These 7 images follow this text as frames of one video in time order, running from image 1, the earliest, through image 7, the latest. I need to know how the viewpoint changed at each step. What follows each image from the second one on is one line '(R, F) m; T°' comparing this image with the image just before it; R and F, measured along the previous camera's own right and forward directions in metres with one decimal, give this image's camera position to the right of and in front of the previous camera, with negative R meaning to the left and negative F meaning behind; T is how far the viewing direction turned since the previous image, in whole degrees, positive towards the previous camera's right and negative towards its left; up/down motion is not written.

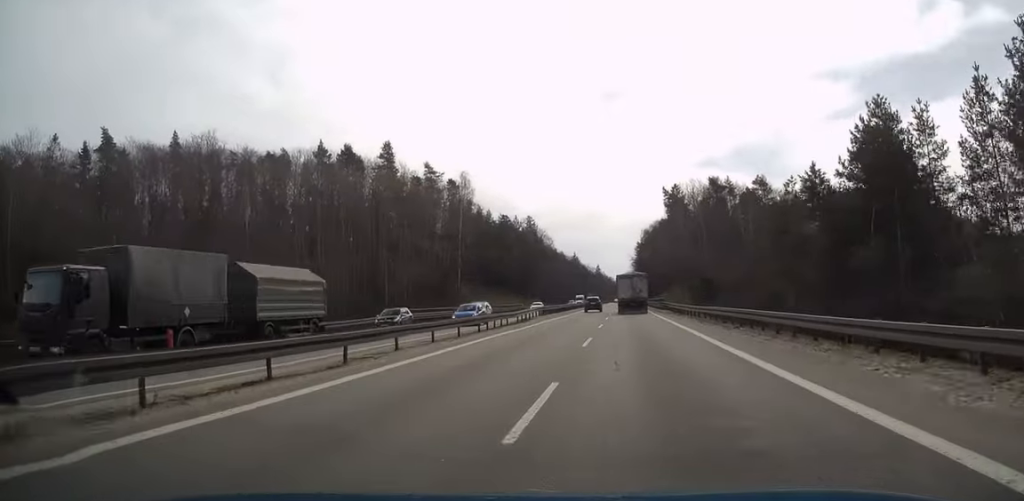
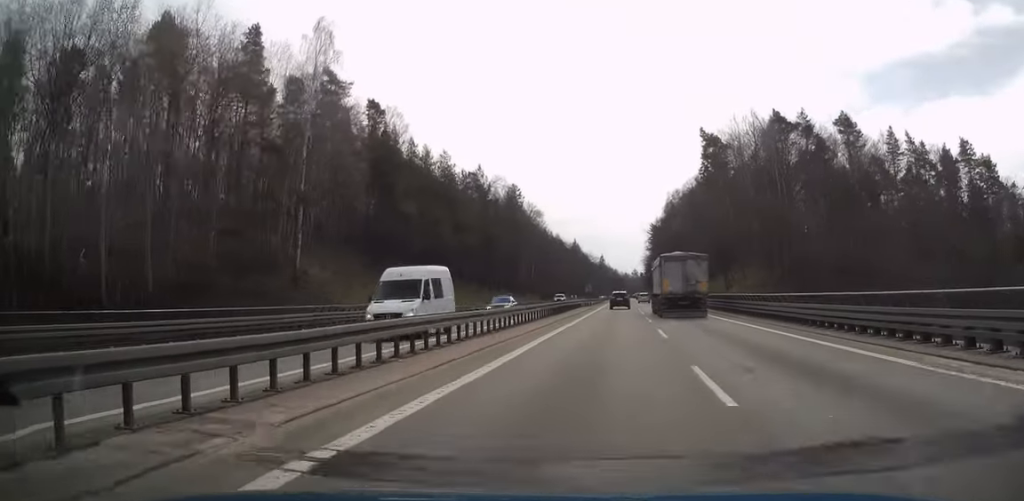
(-0.4, +59.5) m; 0°
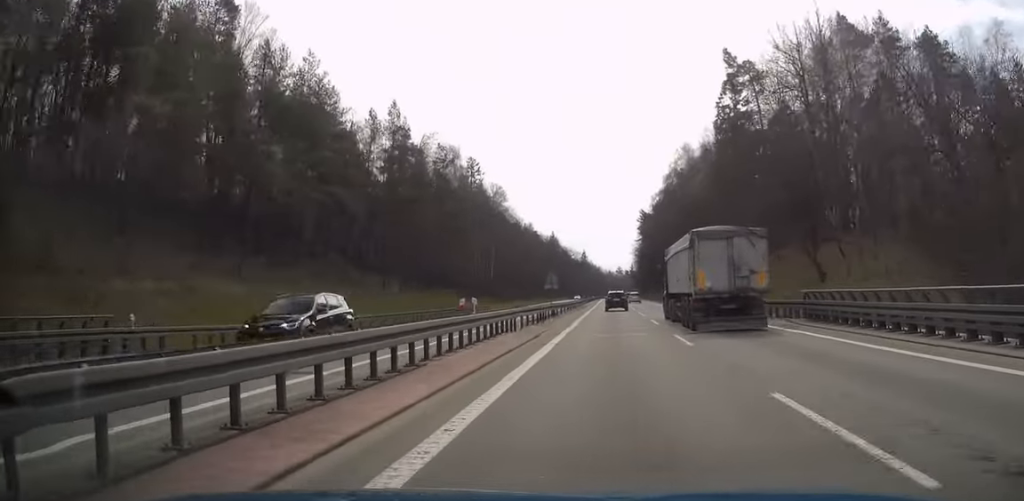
(+0.2, +39.9) m; +1°
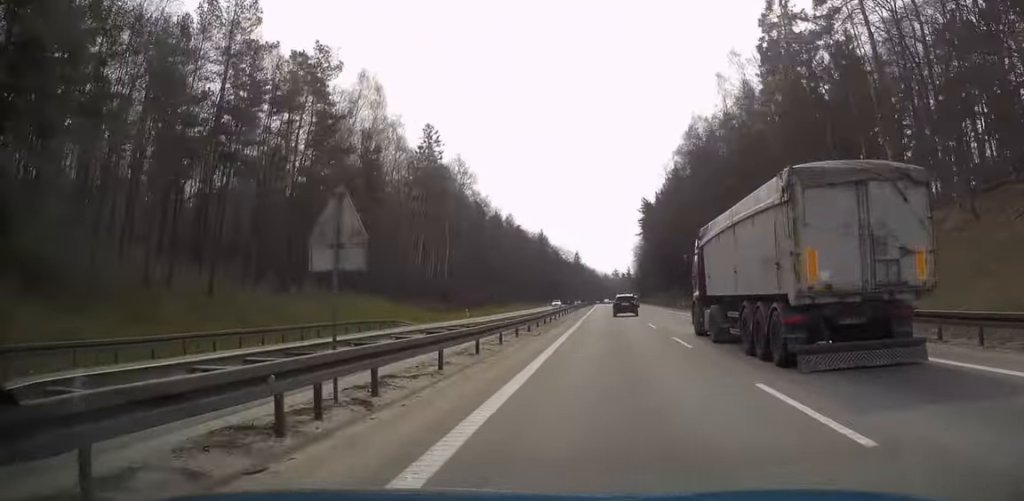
(+0.4, +35.8) m; +1°
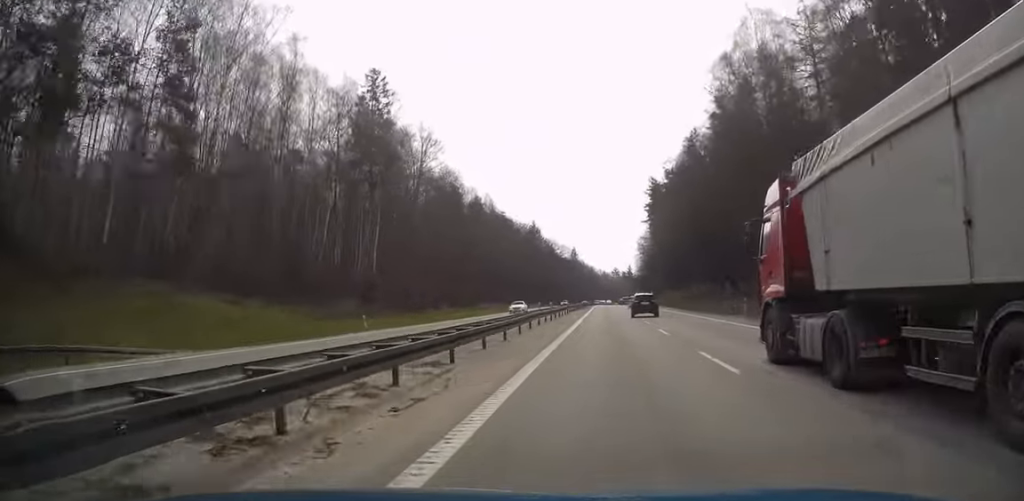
(+0.1, +31.1) m; 0°
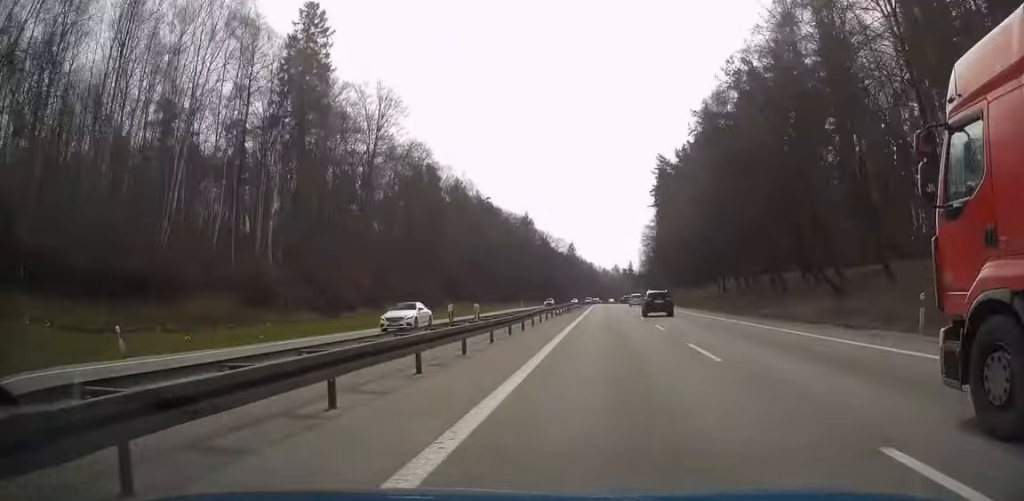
(0.0, +22.5) m; 0°
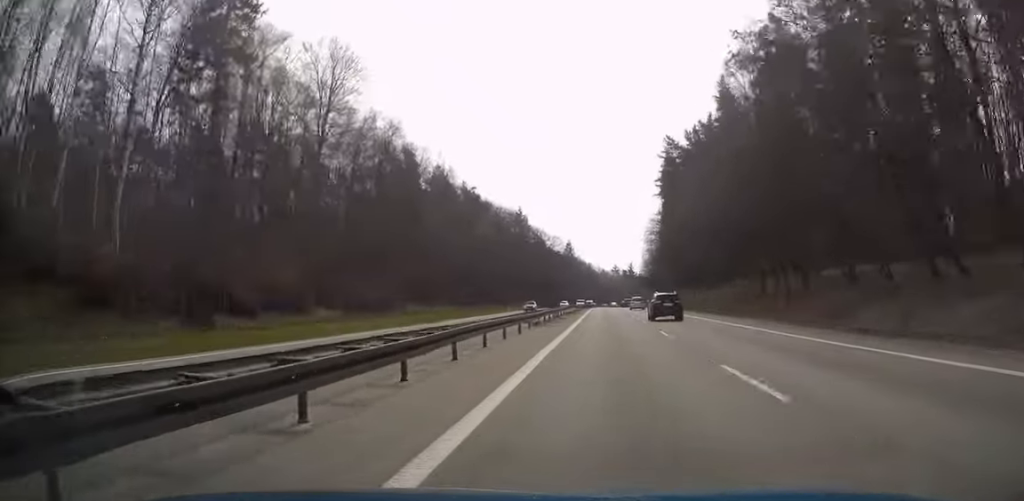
(0.0, +16.7) m; 0°
